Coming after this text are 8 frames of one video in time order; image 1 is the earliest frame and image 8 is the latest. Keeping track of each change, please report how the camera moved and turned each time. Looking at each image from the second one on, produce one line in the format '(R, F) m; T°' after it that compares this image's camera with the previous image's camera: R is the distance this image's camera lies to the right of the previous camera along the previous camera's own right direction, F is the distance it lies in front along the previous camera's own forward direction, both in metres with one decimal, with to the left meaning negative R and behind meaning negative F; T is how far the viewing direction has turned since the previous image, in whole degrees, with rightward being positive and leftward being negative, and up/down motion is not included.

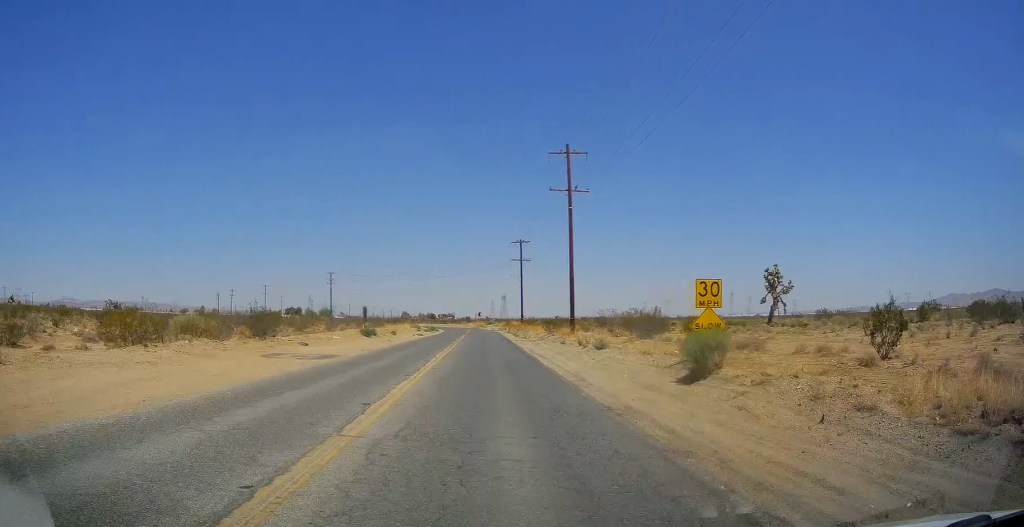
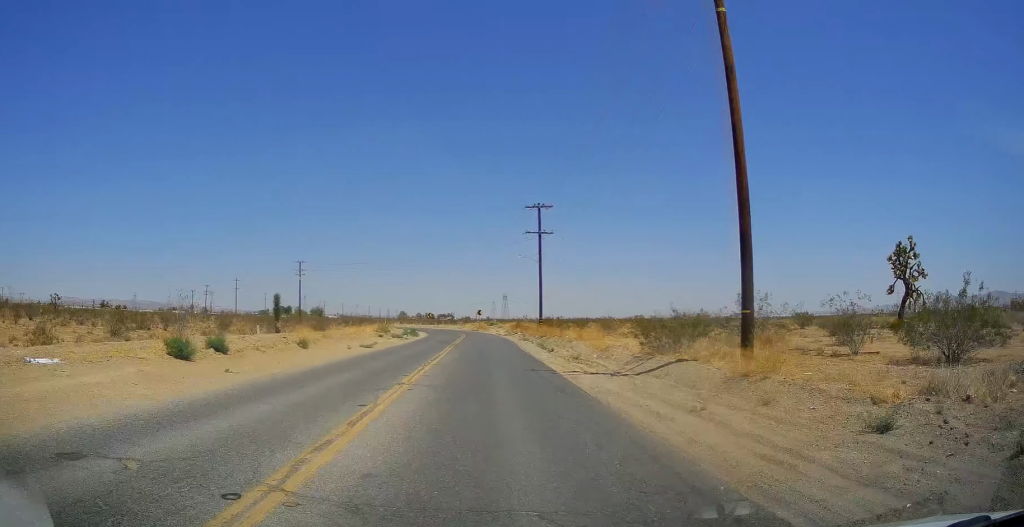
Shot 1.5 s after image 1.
(-0.2, +31.8) m; 0°
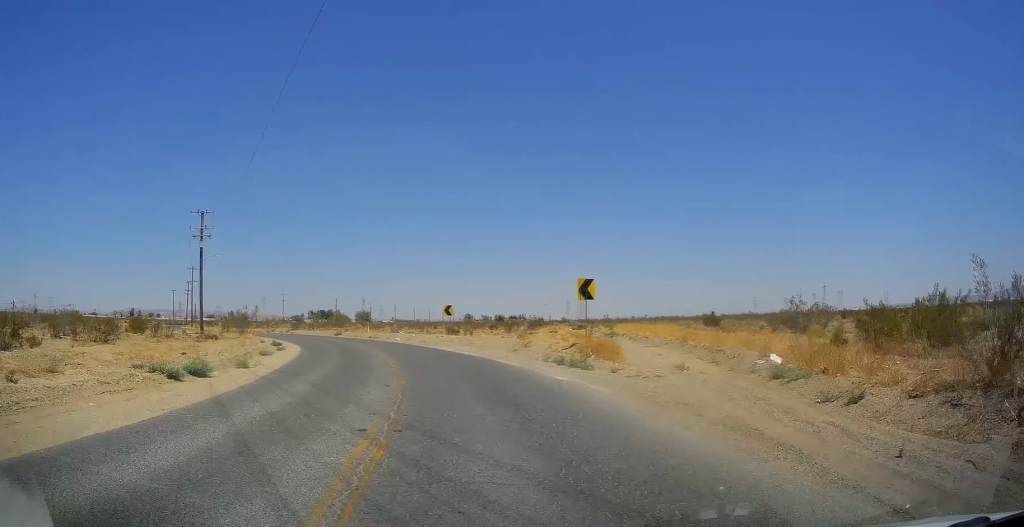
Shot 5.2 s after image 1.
(-0.7, +75.8) m; -5°
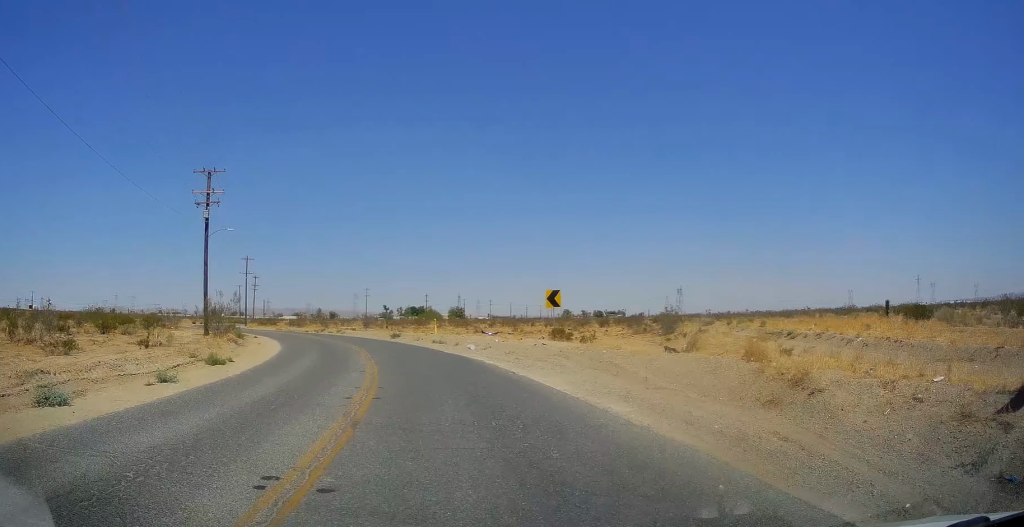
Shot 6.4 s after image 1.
(-0.6, +22.2) m; -6°
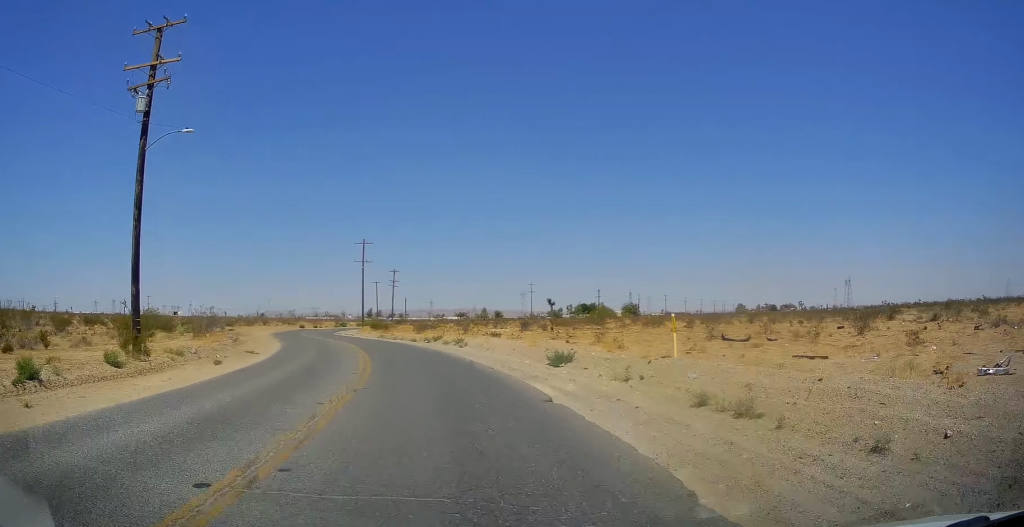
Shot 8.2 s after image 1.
(-3.5, +32.3) m; -14°
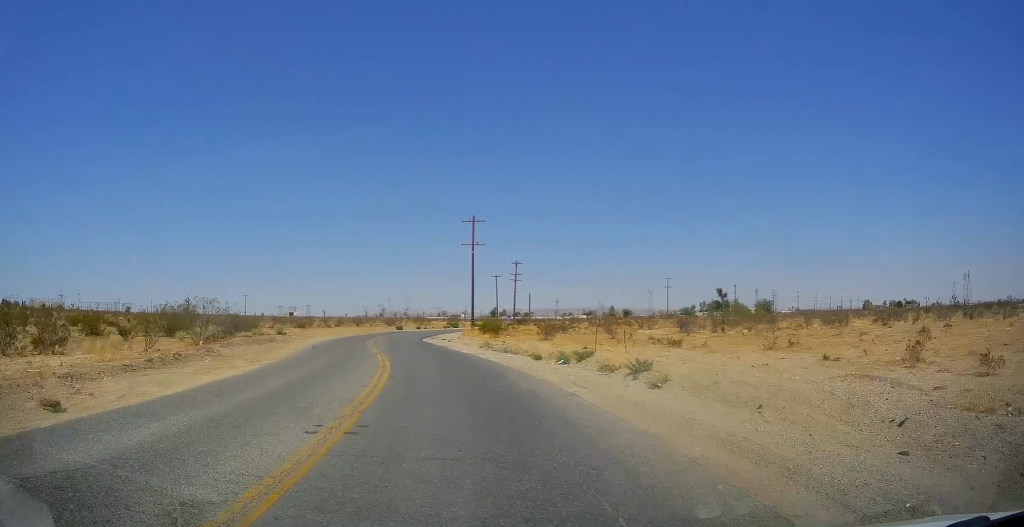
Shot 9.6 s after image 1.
(-2.5, +22.5) m; -11°
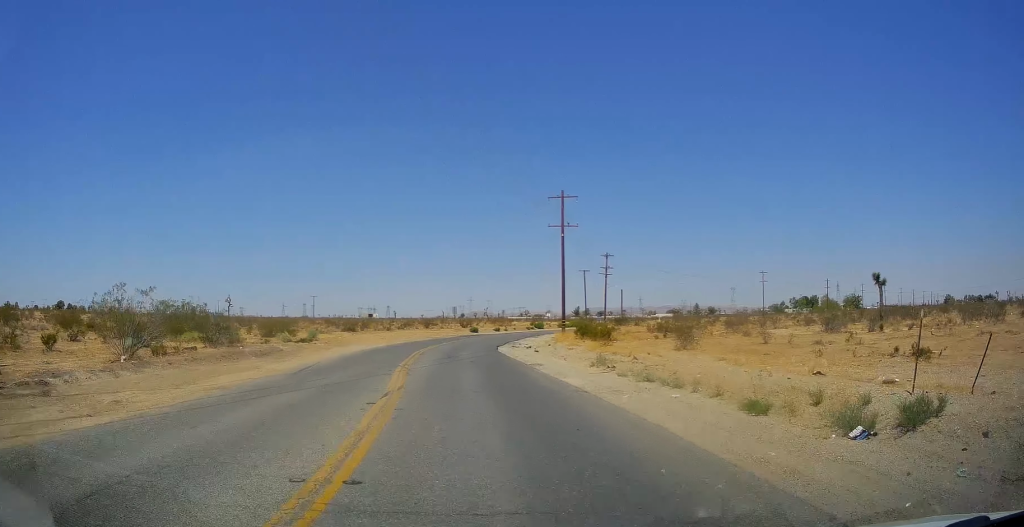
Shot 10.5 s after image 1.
(-0.8, +14.7) m; -7°
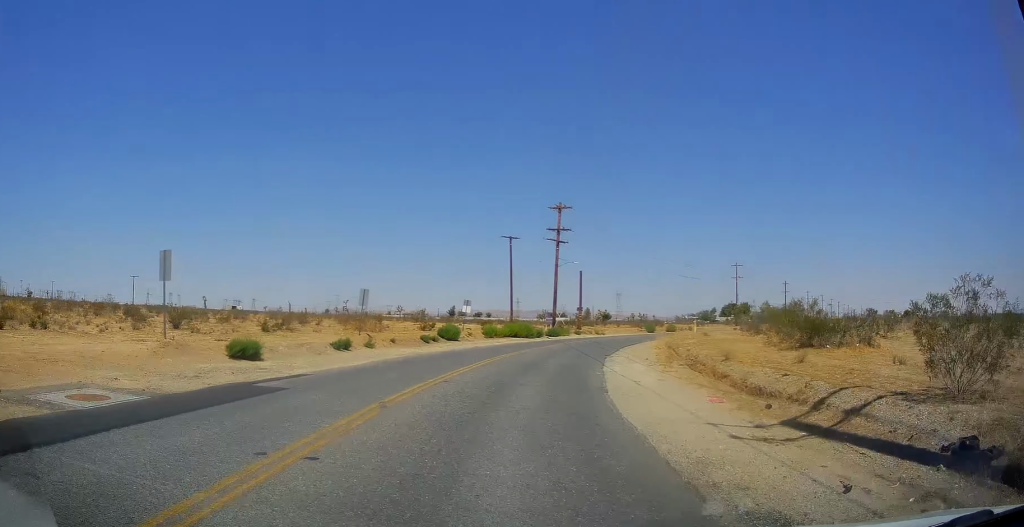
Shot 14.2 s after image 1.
(-4.9, +58.1) m; +3°
